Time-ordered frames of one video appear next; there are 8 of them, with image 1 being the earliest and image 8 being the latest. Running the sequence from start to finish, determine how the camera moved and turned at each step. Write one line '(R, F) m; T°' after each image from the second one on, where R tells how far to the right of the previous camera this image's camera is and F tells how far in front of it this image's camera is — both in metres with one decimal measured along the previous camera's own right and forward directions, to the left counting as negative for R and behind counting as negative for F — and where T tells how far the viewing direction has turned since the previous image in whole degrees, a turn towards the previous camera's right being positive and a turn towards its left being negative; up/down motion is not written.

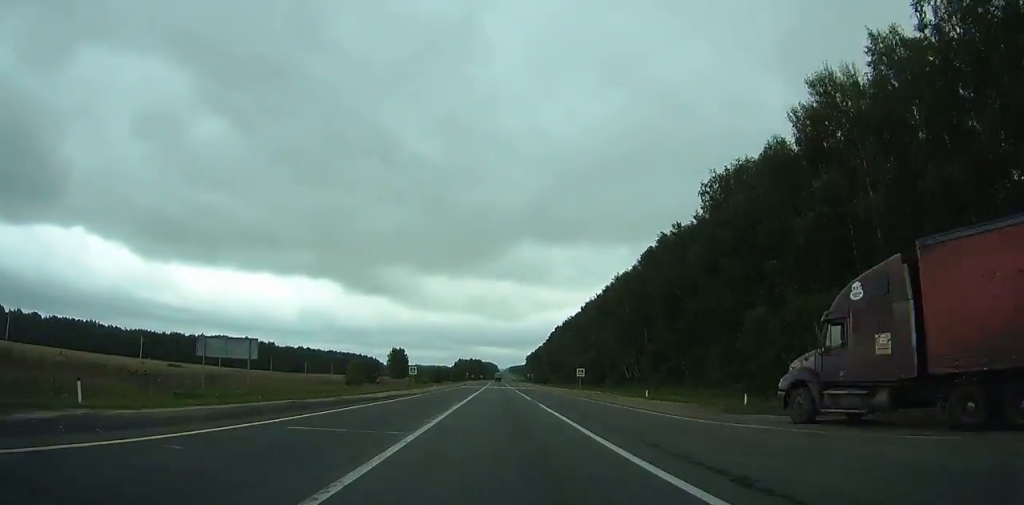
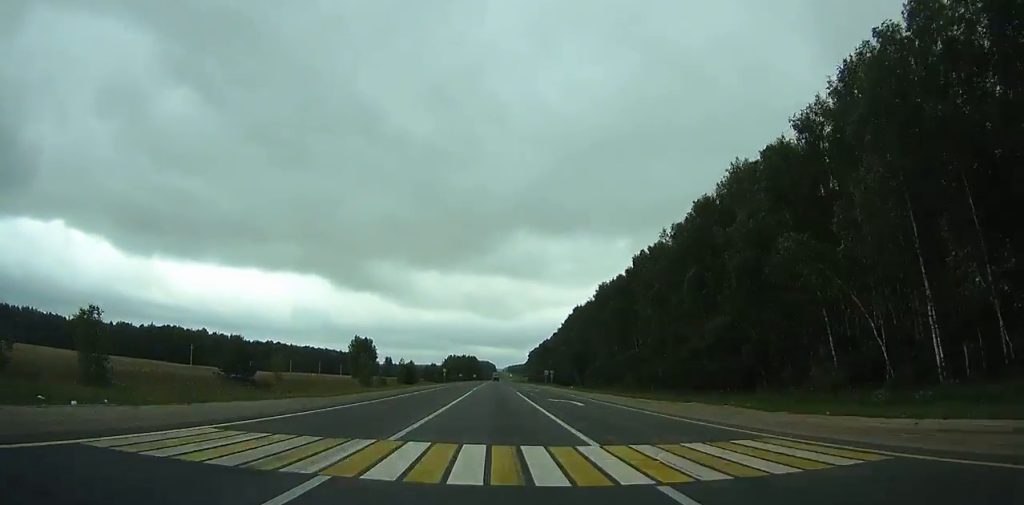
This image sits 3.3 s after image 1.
(+0.1, +78.5) m; 0°
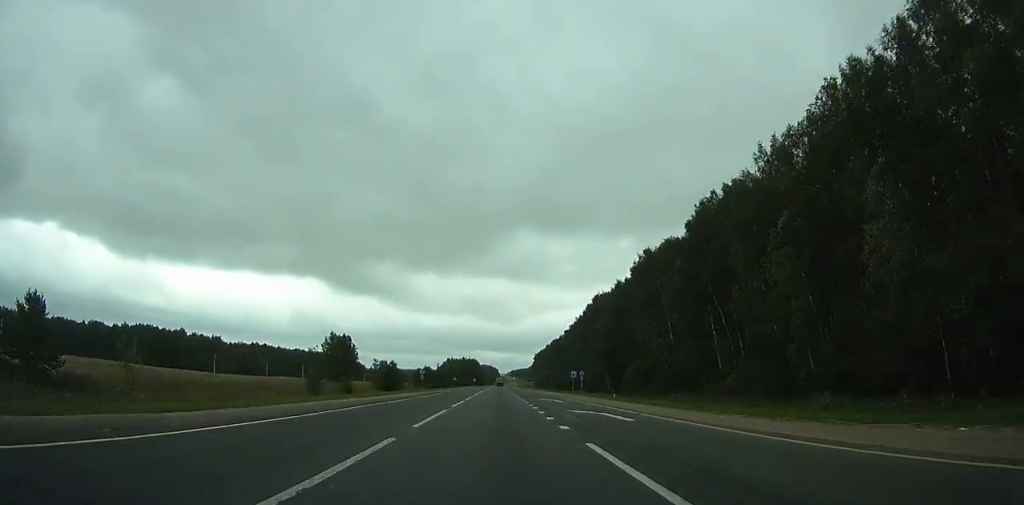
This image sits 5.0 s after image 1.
(-0.1, +40.1) m; 0°
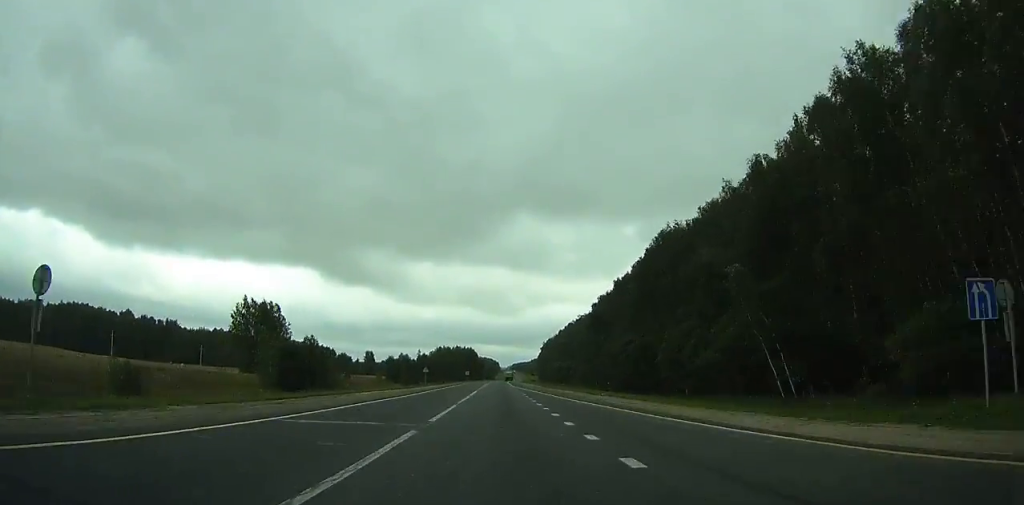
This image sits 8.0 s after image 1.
(-0.1, +70.1) m; 0°
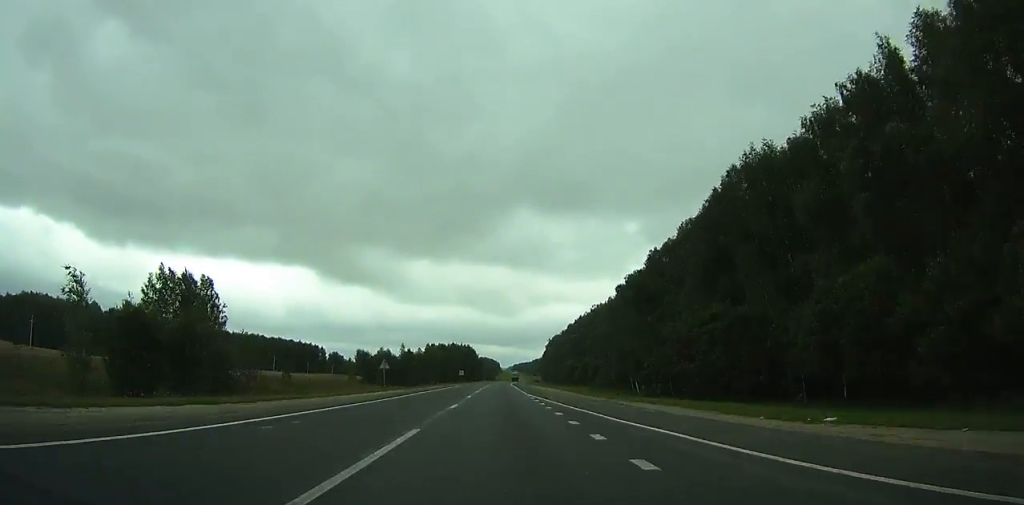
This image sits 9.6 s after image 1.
(+0.1, +37.0) m; 0°
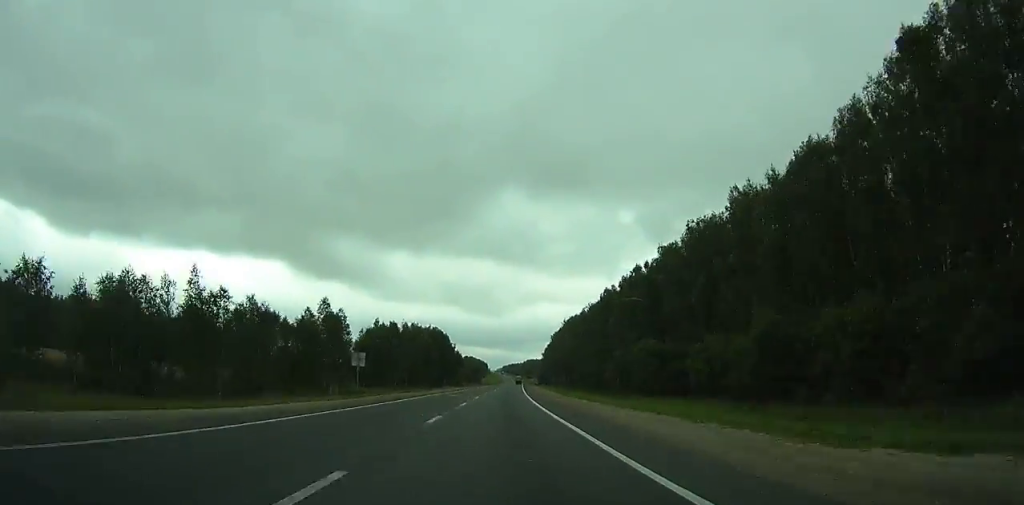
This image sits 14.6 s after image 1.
(+0.7, +113.9) m; +1°
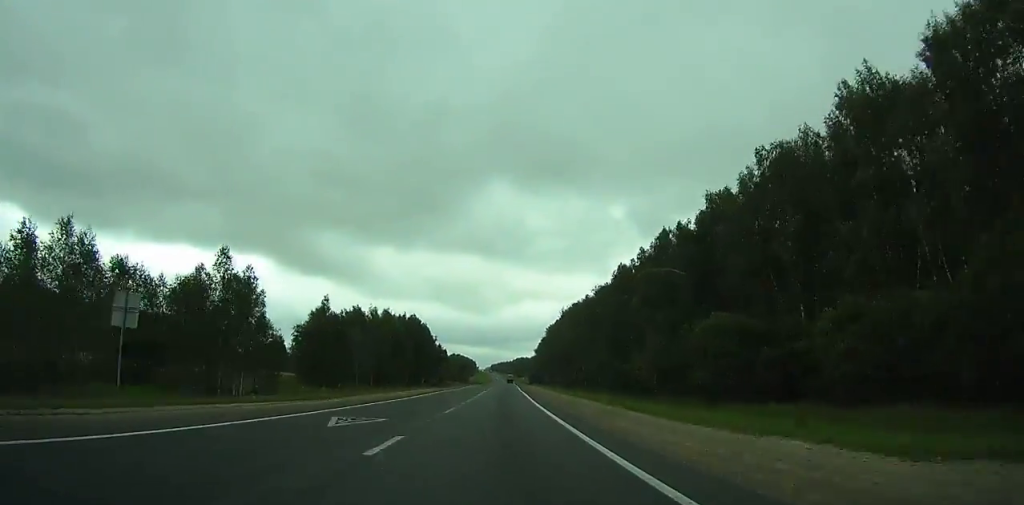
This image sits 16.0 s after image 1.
(0.0, +31.6) m; 0°
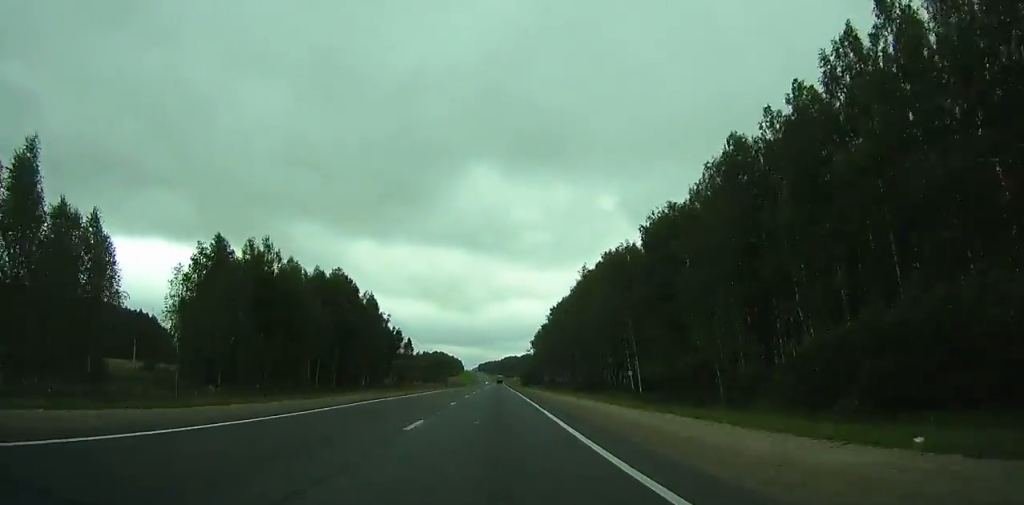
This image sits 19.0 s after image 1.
(+0.6, +67.5) m; +1°
